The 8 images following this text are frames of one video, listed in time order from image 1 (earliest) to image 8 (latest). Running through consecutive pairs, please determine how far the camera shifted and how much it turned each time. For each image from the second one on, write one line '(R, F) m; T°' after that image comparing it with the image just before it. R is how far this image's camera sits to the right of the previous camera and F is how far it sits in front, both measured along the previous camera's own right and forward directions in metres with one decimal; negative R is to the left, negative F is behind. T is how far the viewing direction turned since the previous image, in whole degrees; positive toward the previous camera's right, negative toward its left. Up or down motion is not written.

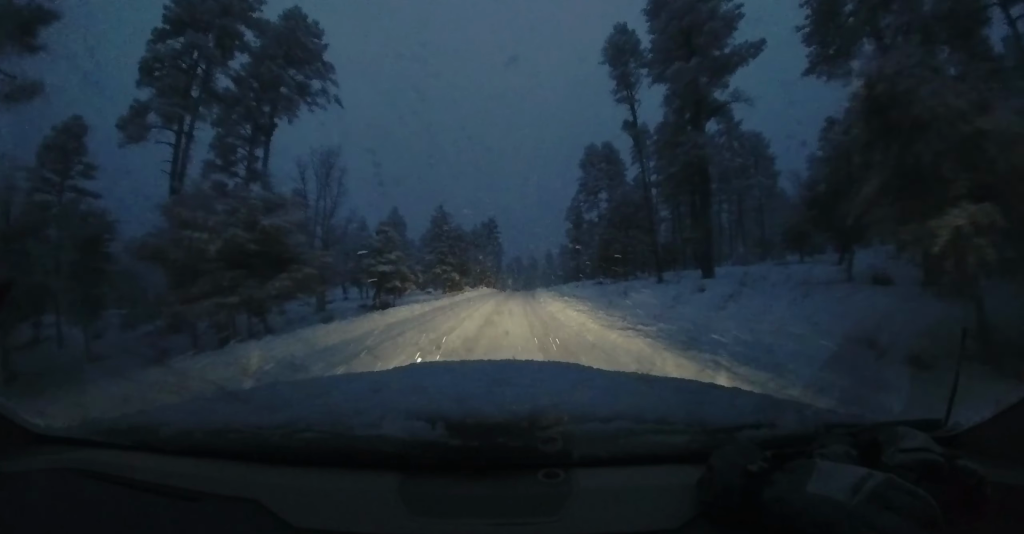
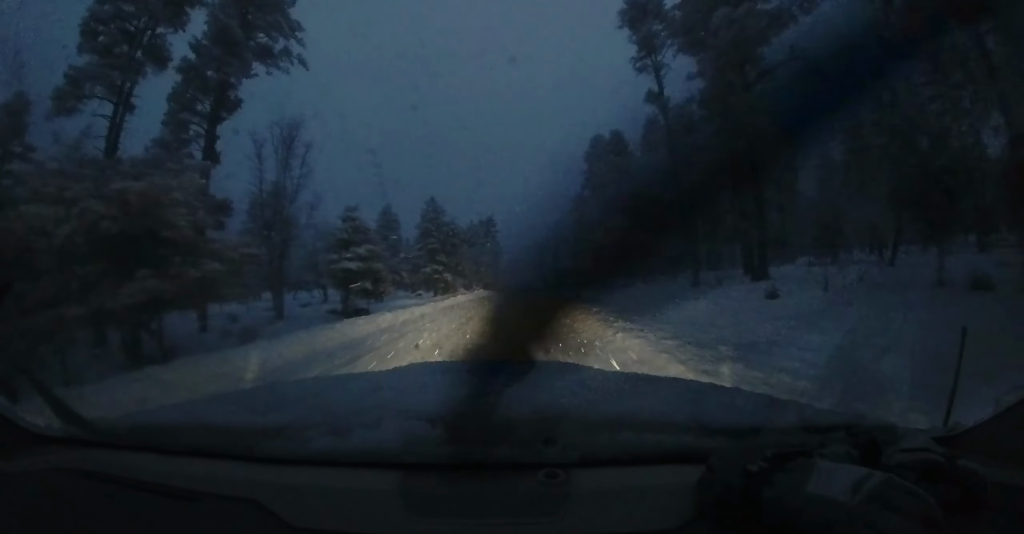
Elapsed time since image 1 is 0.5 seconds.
(-0.1, +5.2) m; 0°
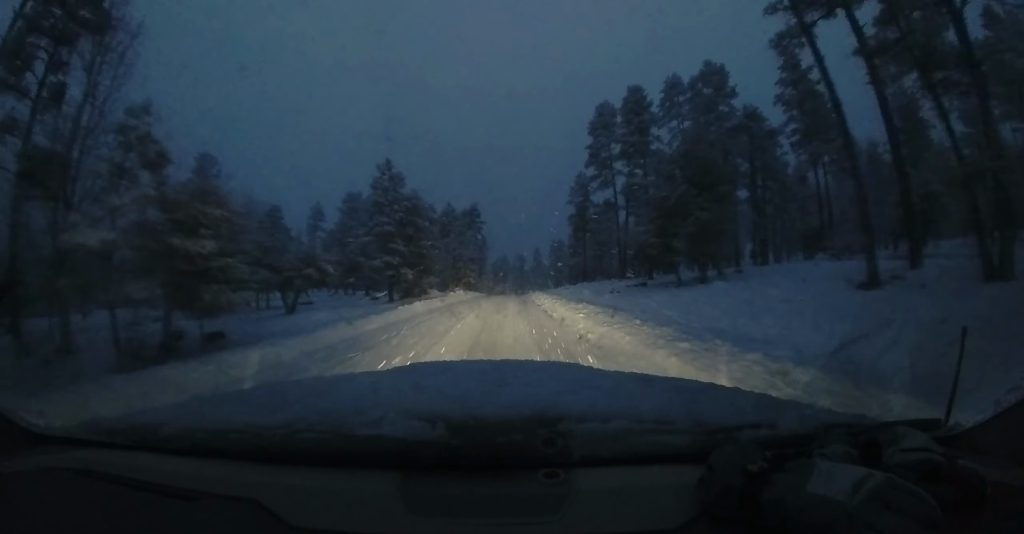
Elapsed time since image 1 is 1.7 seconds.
(-0.1, +12.7) m; +2°
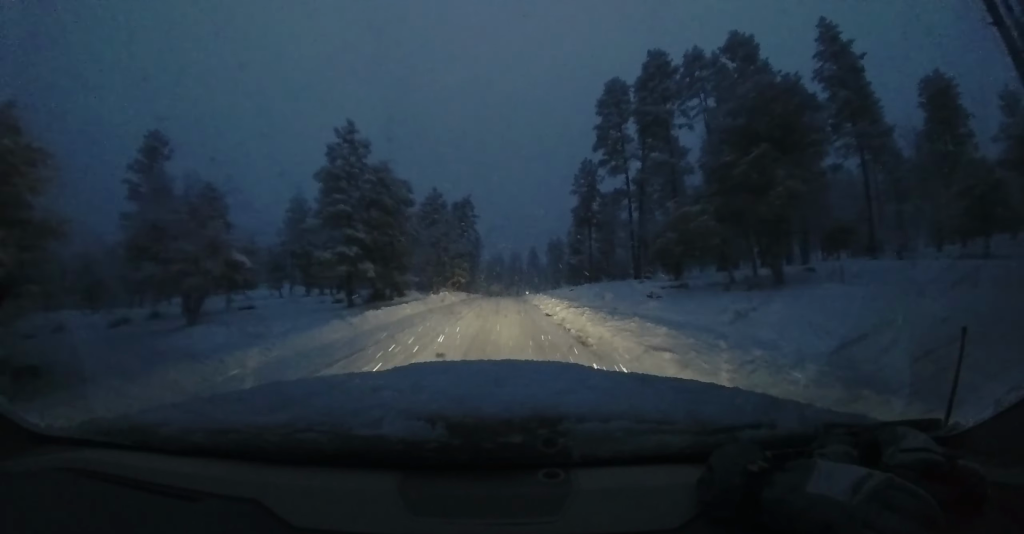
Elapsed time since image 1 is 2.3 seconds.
(+0.1, +6.9) m; +2°
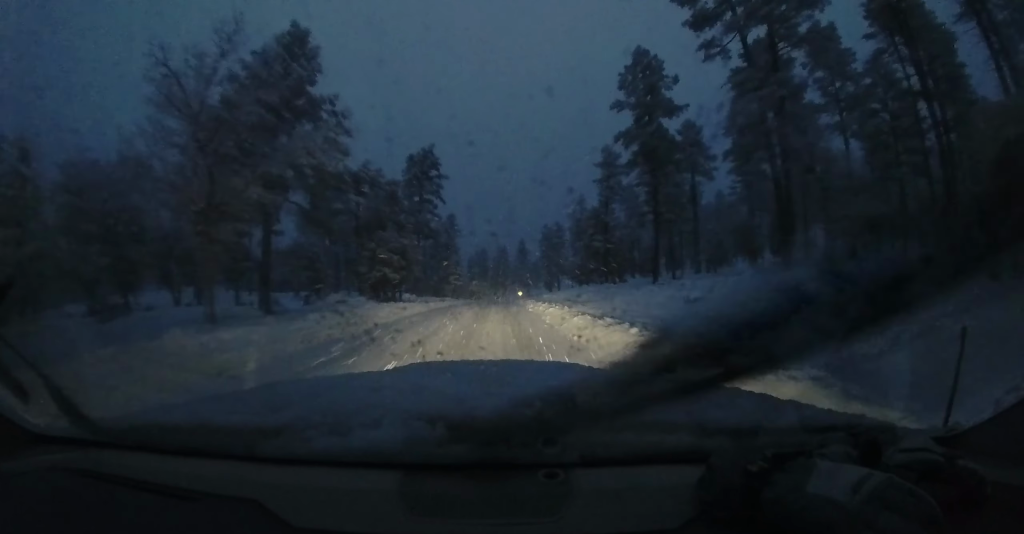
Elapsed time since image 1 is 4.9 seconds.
(+0.9, +27.7) m; +1°
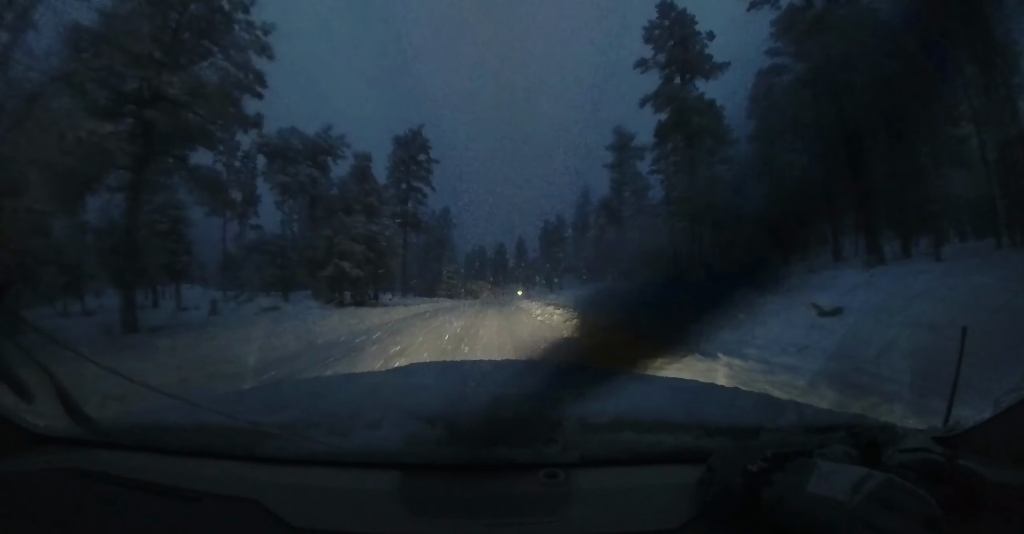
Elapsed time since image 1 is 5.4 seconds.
(-0.1, +5.6) m; 0°
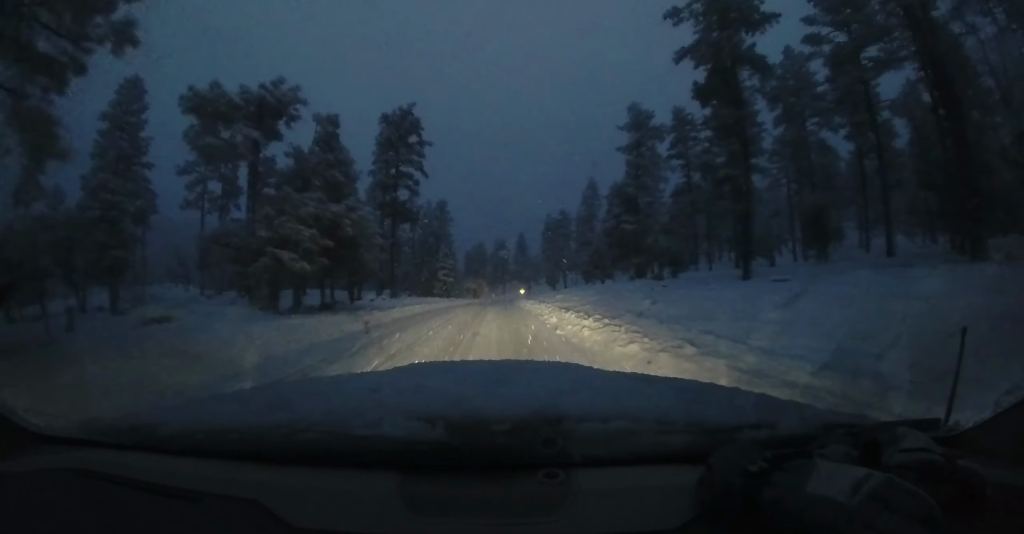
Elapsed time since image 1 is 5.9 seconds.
(-0.2, +5.0) m; 0°
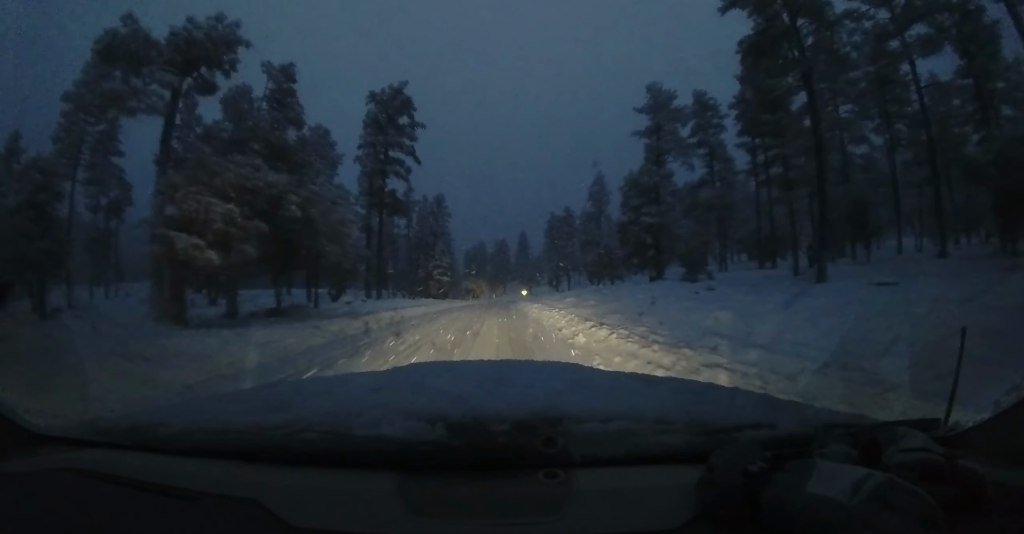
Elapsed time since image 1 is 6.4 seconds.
(0.0, +4.4) m; +1°
